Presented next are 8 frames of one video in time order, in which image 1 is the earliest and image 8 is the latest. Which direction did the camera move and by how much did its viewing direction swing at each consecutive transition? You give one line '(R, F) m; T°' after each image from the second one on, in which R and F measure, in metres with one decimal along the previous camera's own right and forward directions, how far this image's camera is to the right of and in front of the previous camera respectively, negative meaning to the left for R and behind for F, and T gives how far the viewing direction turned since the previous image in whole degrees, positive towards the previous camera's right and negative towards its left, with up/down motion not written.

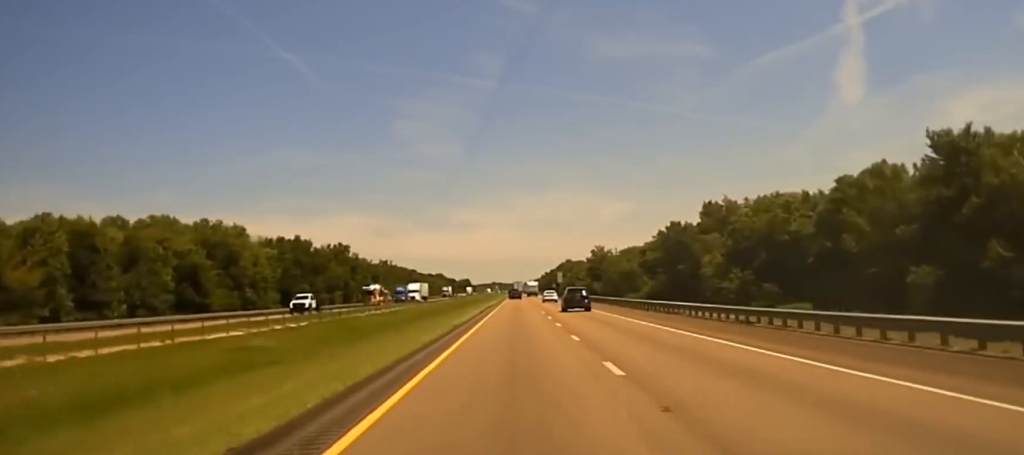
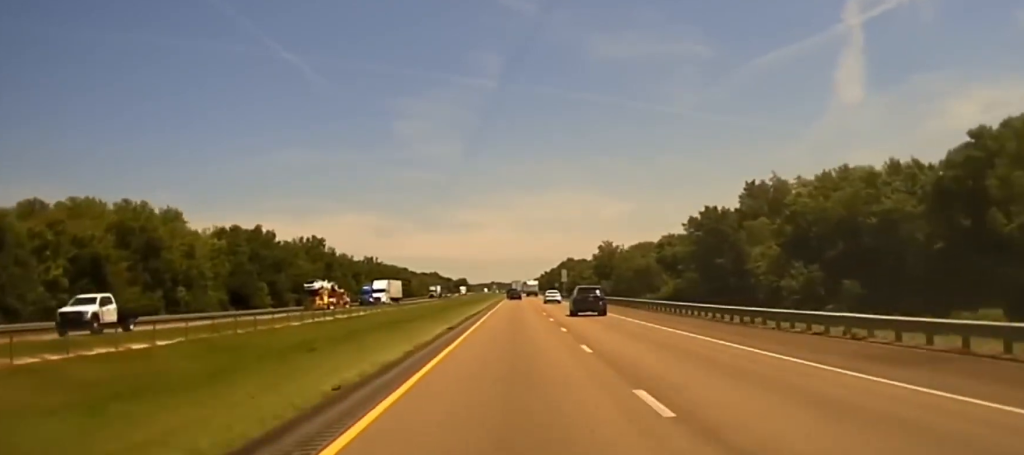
(+0.1, +27.5) m; 0°
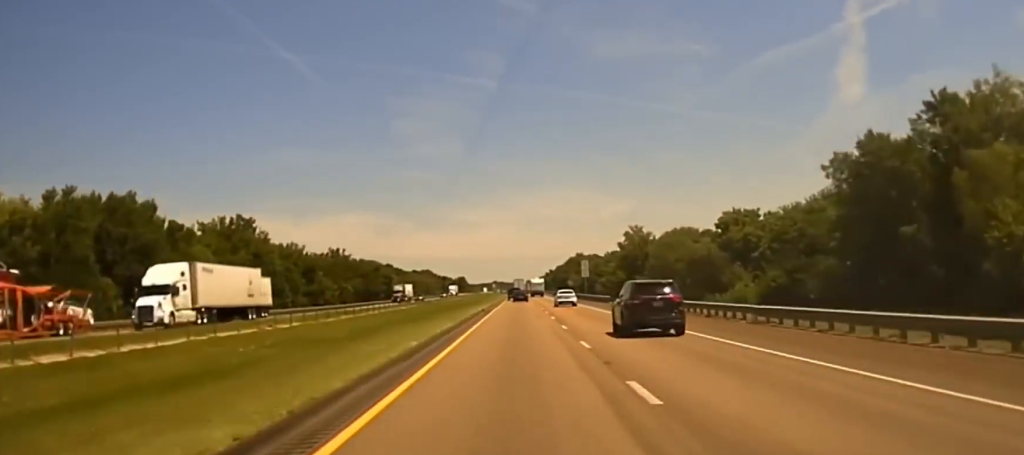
(0.0, +52.0) m; 0°
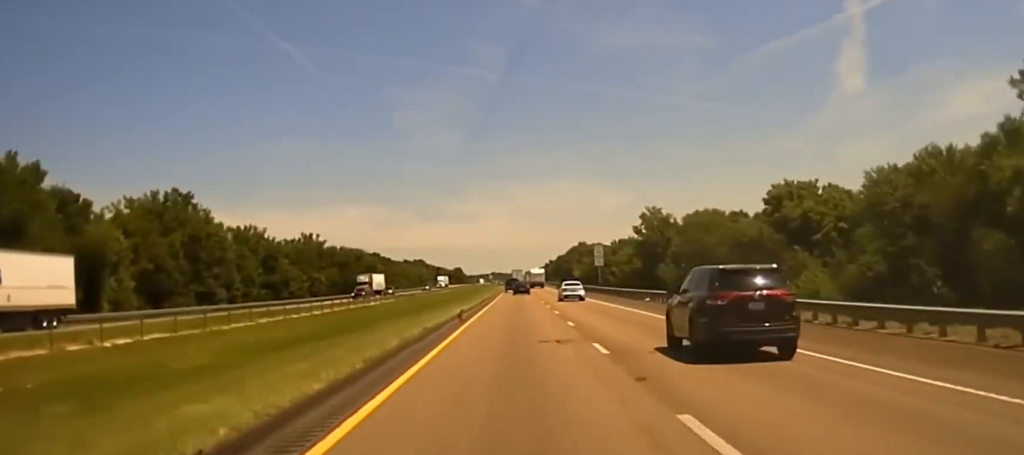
(0.0, +24.1) m; 0°
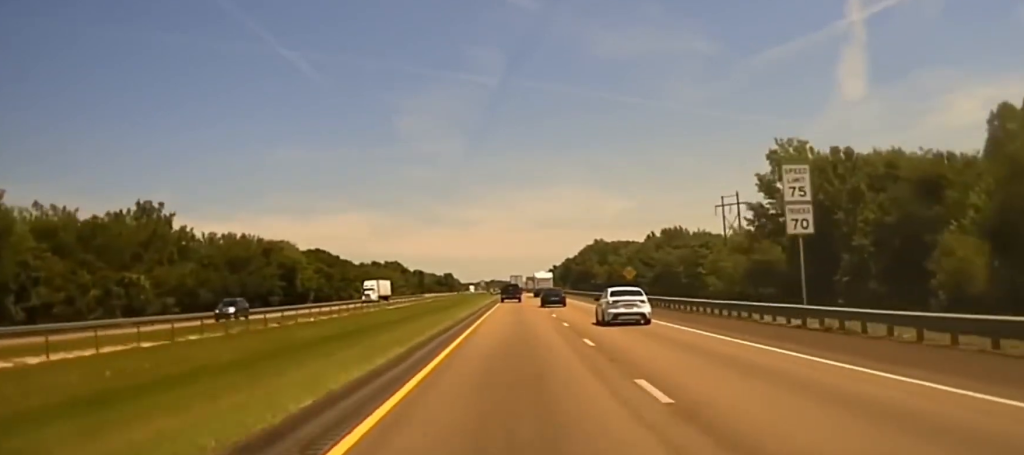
(-0.2, +86.3) m; 0°
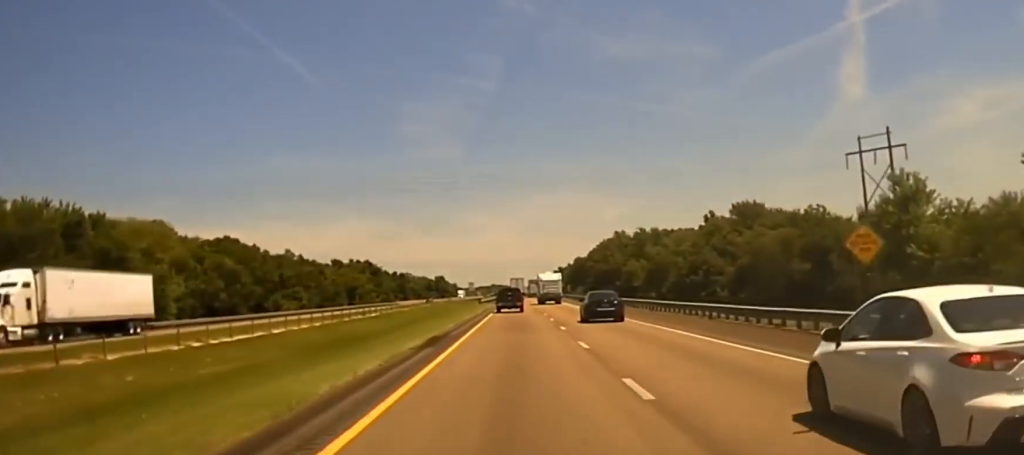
(-0.2, +79.9) m; 0°
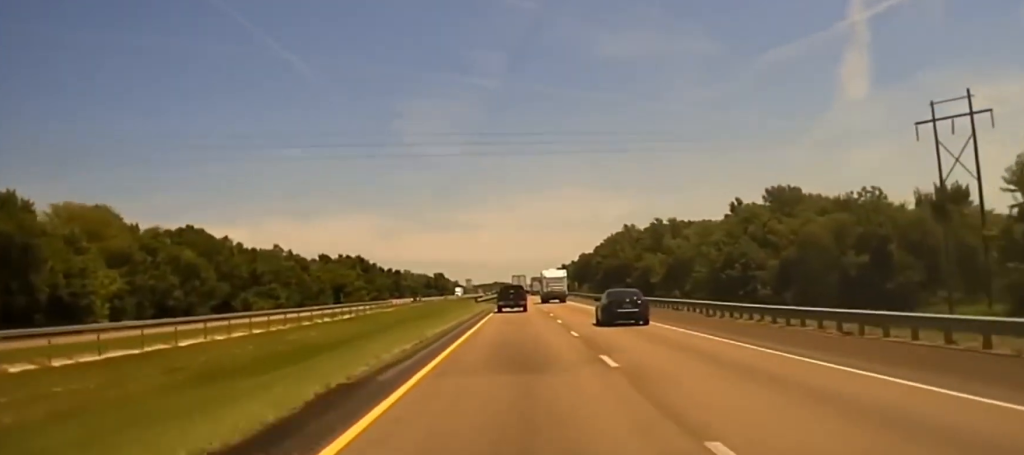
(0.0, +21.7) m; 0°
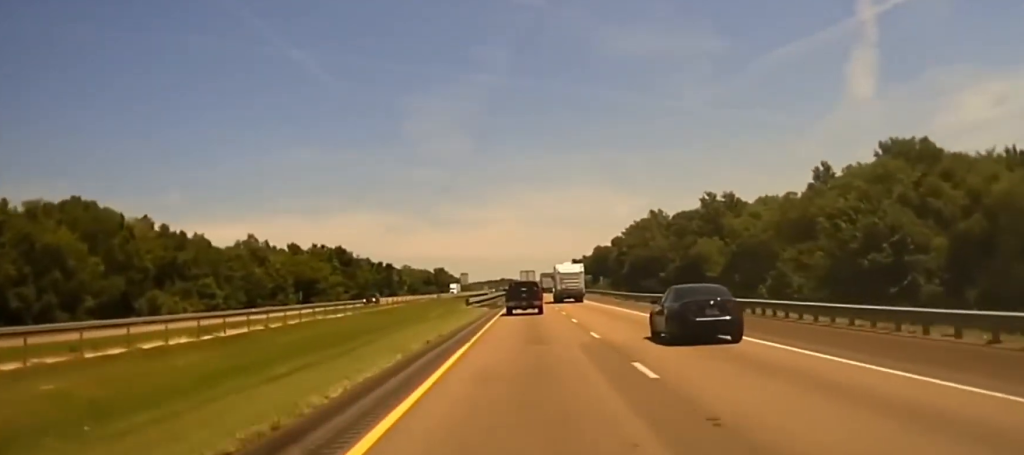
(-0.1, +38.6) m; 0°
